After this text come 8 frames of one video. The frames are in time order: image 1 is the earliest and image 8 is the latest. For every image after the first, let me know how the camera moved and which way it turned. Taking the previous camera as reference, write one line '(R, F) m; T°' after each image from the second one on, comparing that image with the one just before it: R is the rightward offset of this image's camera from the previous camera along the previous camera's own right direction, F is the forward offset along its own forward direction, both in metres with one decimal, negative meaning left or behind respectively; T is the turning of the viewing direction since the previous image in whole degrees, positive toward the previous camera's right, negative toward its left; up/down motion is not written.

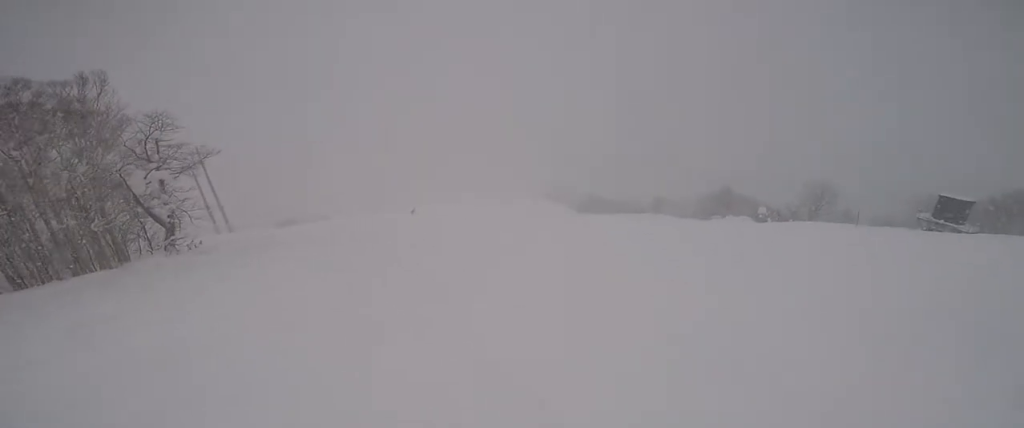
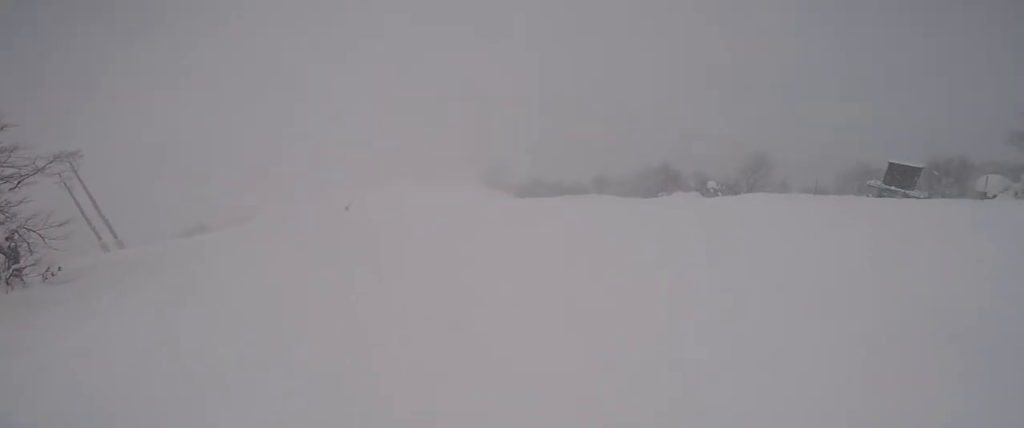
(+0.2, +3.5) m; -1°
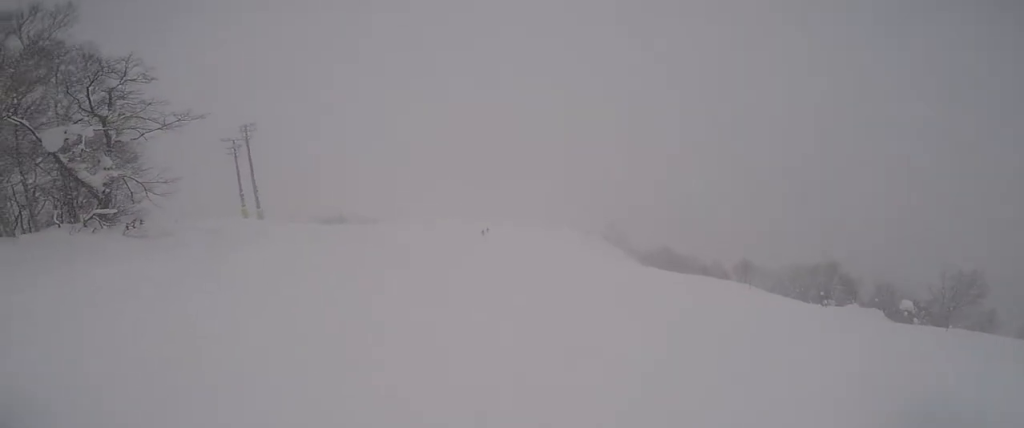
(-0.2, +5.3) m; -10°
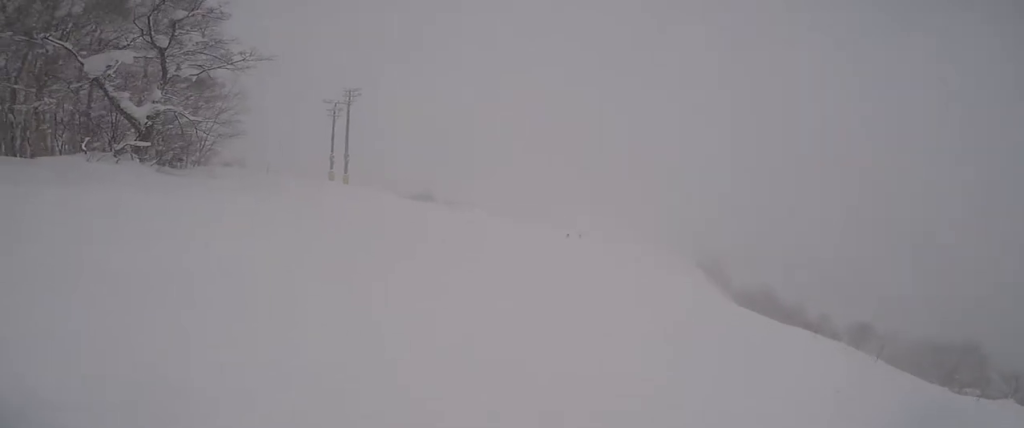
(-0.4, +4.3) m; -8°
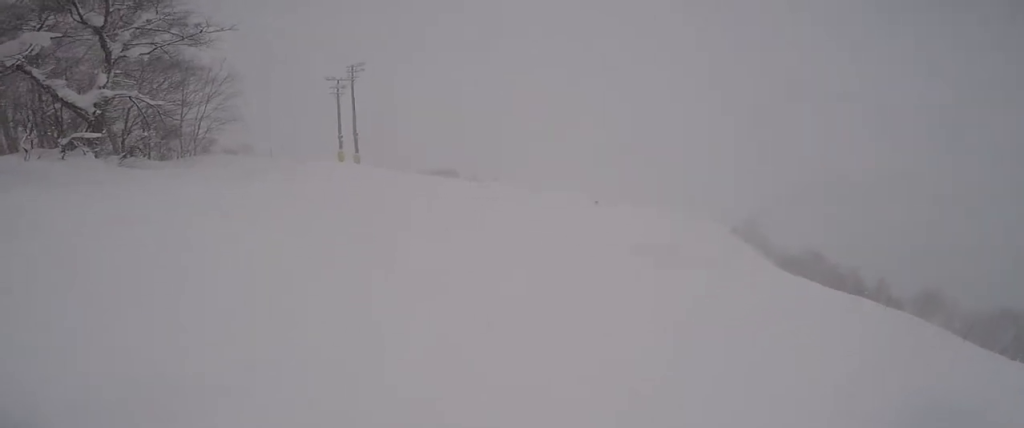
(-0.4, +2.9) m; -4°
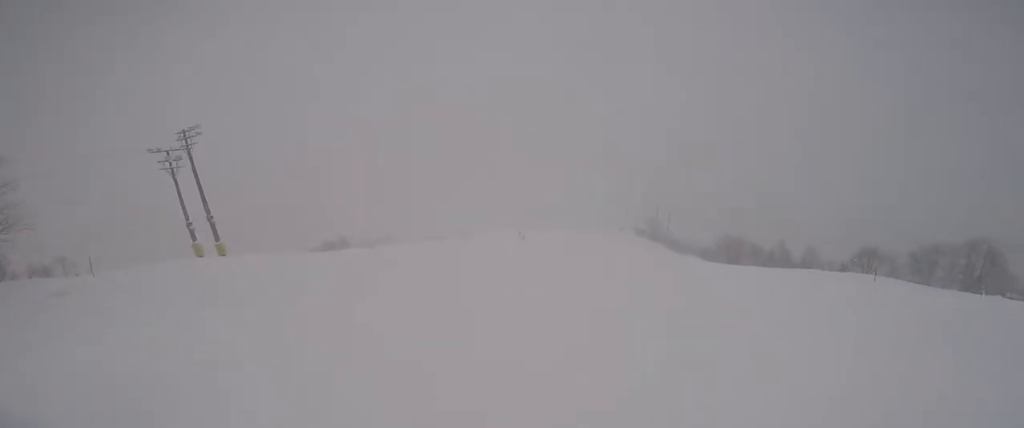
(+1.5, +6.8) m; +29°
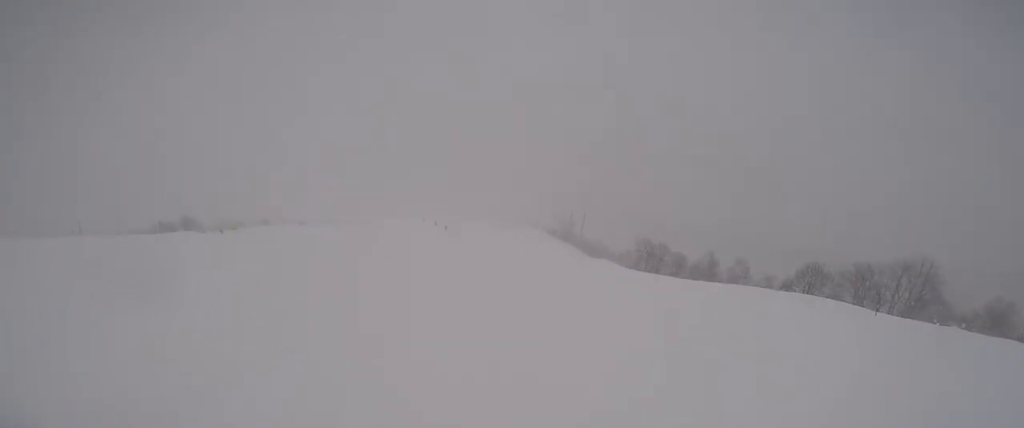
(+0.3, +11.1) m; -17°
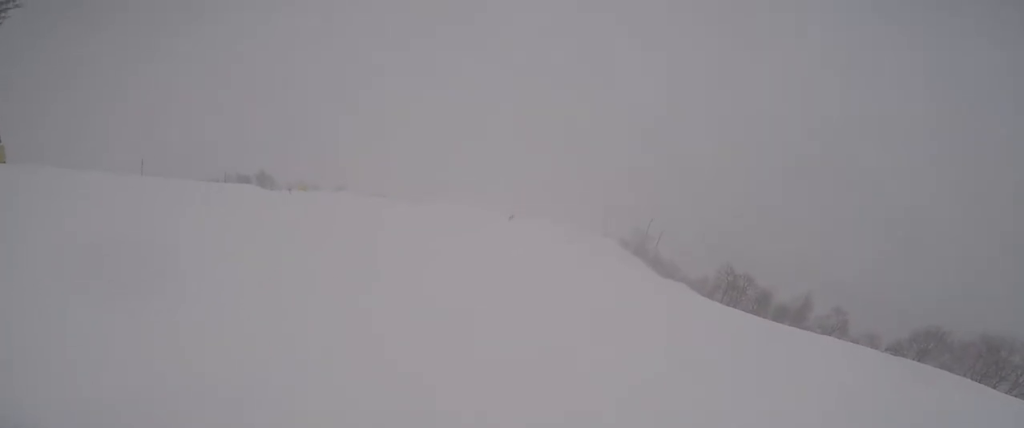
(-1.0, +4.3) m; -4°
